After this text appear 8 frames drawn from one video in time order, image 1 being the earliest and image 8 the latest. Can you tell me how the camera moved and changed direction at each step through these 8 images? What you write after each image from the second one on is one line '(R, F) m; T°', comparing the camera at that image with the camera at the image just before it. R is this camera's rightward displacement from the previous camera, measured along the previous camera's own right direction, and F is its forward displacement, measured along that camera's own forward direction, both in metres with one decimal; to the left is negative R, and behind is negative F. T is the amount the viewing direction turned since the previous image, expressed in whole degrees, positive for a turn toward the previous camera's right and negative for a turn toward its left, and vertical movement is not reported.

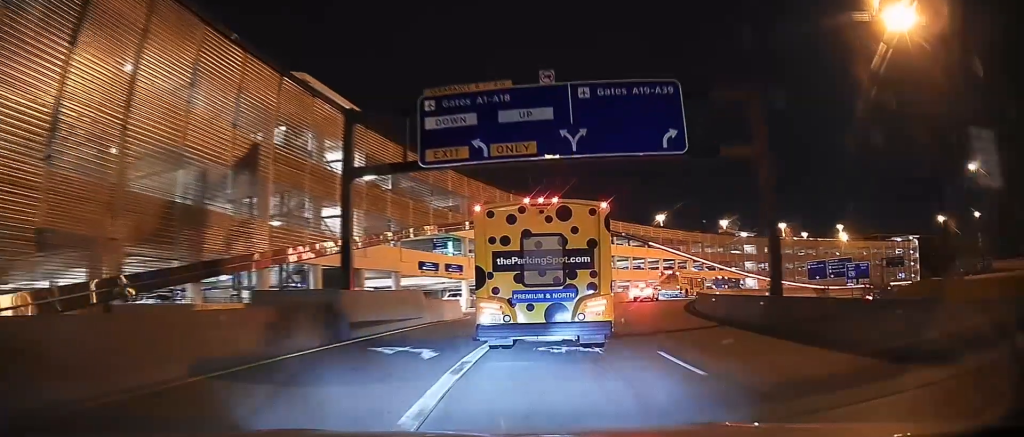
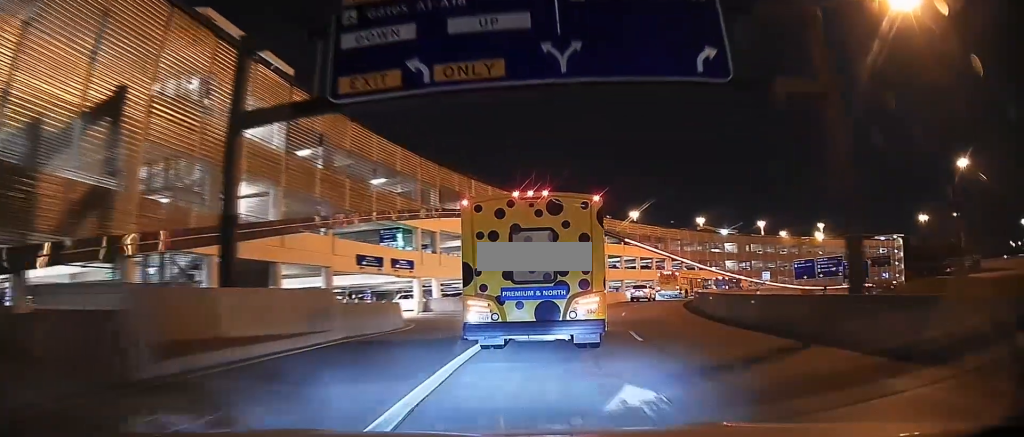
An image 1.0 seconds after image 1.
(-0.4, +7.2) m; +1°
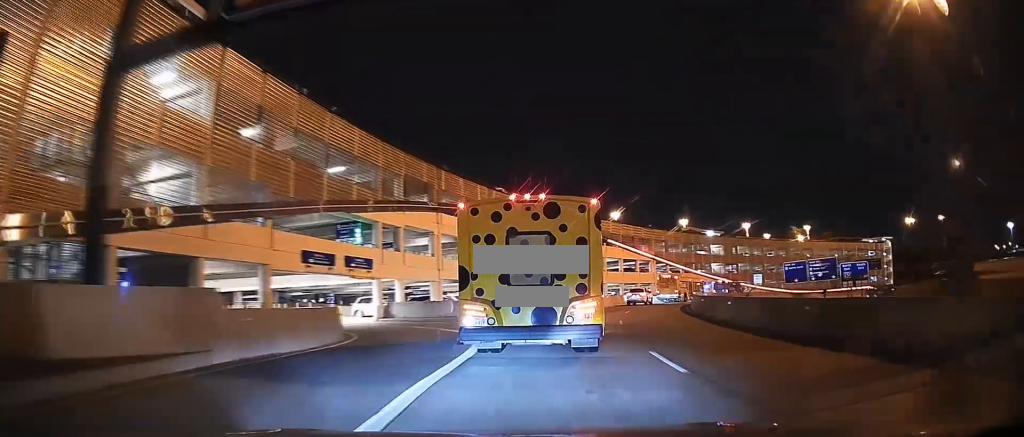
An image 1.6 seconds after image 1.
(+0.4, +5.1) m; +4°
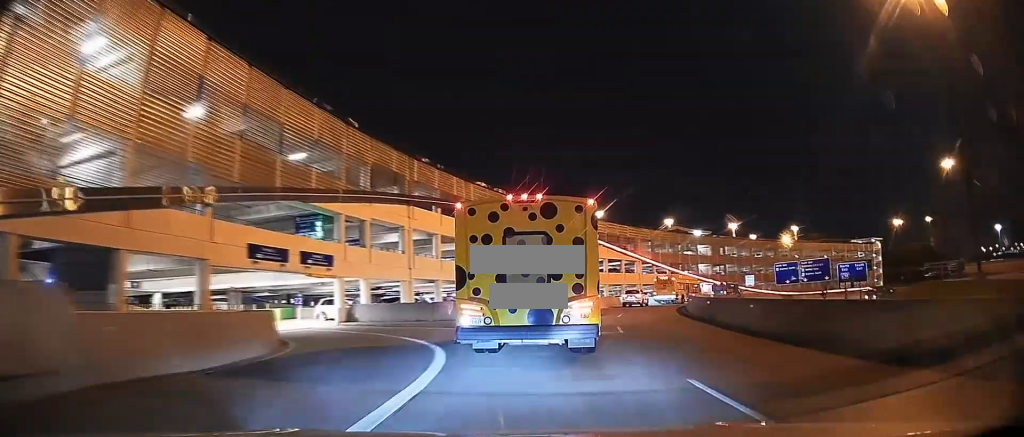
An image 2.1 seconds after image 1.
(+0.1, +3.8) m; +3°
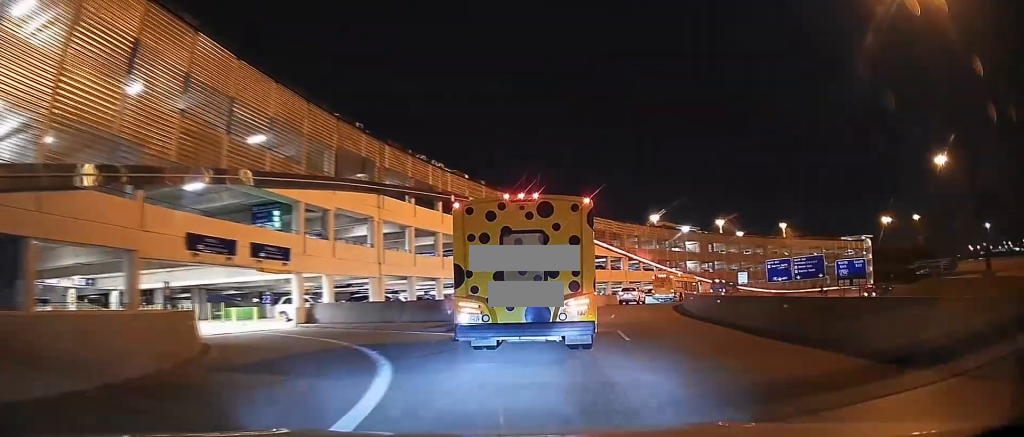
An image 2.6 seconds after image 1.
(-0.2, +3.8) m; +3°
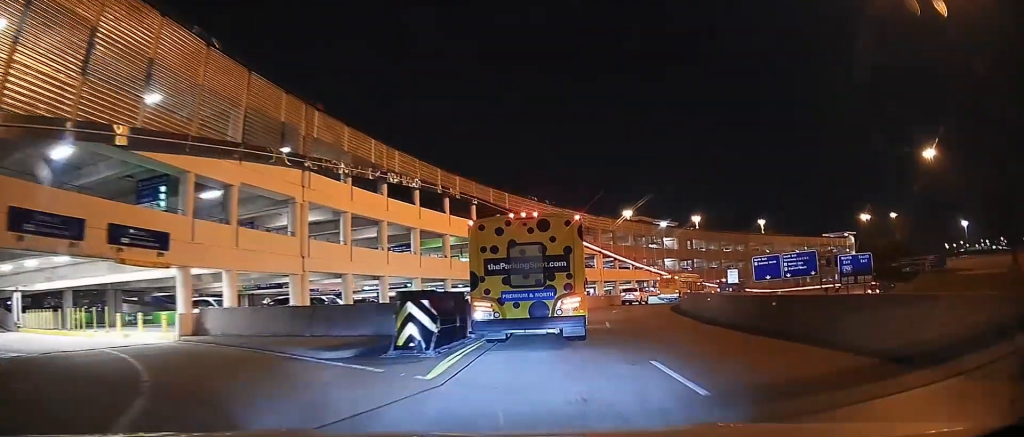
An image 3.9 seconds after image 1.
(+0.9, +8.5) m; +5°
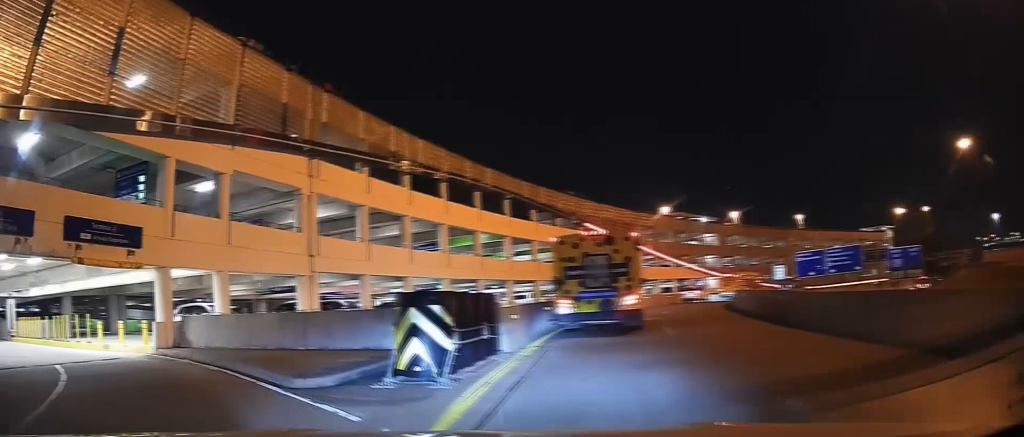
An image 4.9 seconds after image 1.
(-0.2, +4.9) m; -5°
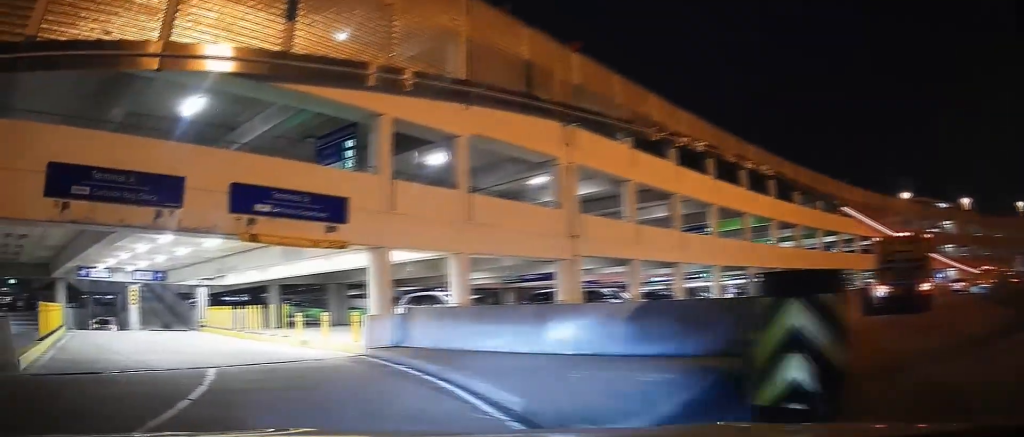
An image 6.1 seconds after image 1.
(-0.5, +4.1) m; -25°
